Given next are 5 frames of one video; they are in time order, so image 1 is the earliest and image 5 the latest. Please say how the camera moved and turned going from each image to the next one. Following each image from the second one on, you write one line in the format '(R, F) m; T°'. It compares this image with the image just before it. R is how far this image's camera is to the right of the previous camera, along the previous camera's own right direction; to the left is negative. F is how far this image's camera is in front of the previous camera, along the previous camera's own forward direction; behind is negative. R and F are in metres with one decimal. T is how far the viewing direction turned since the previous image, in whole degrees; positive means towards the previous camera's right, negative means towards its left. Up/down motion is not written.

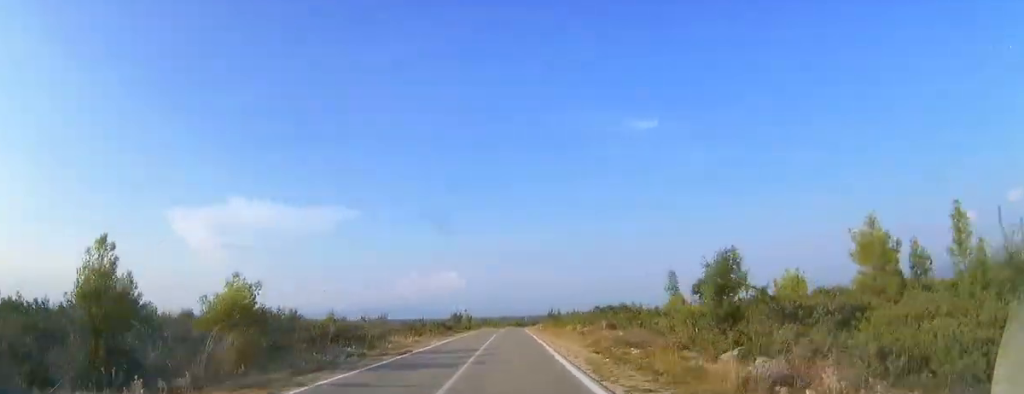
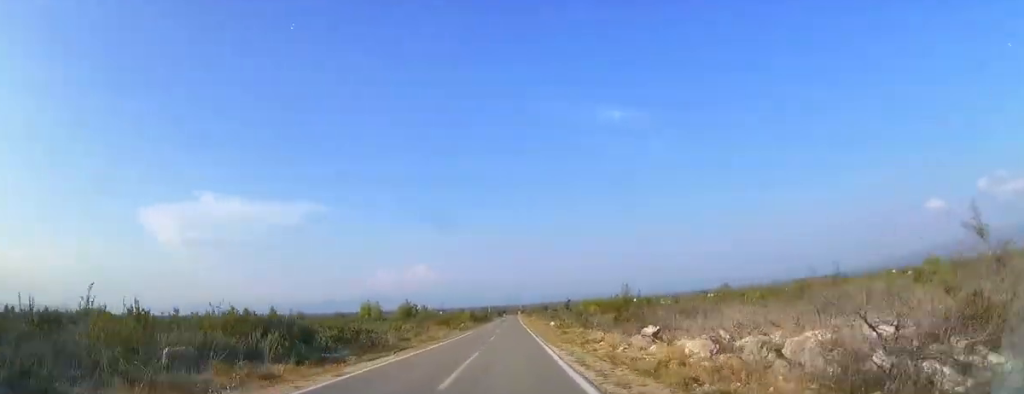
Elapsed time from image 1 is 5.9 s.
(-0.6, +127.5) m; +1°
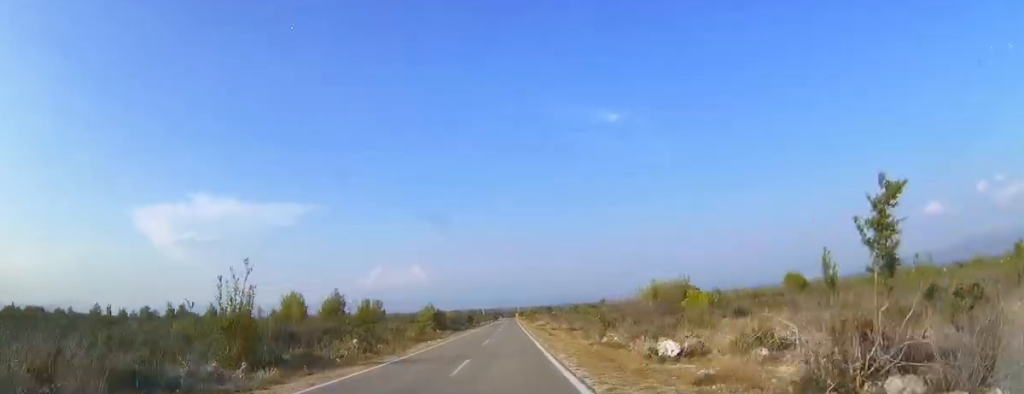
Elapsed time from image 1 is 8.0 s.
(+0.4, +48.1) m; +1°
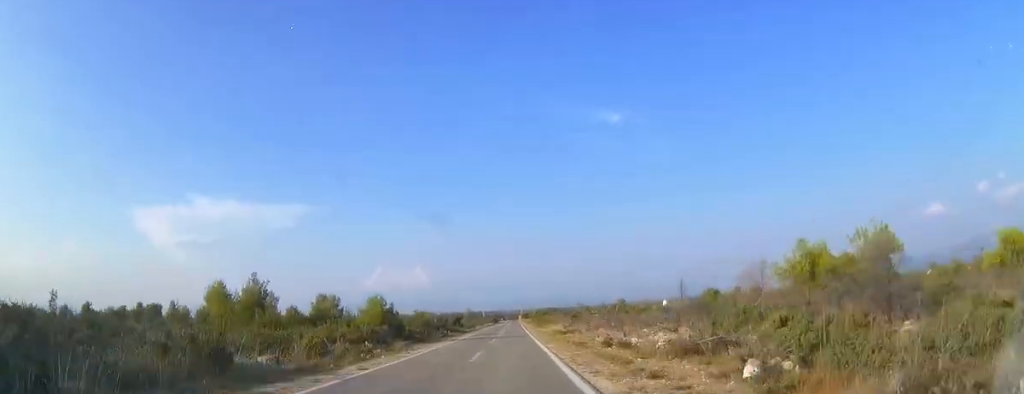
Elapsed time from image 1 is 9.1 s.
(+0.4, +25.9) m; 0°
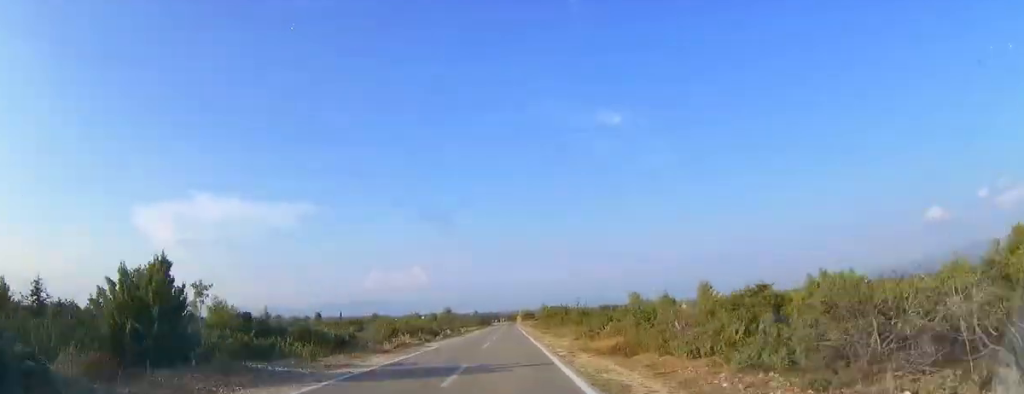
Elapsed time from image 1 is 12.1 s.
(-0.7, +66.9) m; 0°
